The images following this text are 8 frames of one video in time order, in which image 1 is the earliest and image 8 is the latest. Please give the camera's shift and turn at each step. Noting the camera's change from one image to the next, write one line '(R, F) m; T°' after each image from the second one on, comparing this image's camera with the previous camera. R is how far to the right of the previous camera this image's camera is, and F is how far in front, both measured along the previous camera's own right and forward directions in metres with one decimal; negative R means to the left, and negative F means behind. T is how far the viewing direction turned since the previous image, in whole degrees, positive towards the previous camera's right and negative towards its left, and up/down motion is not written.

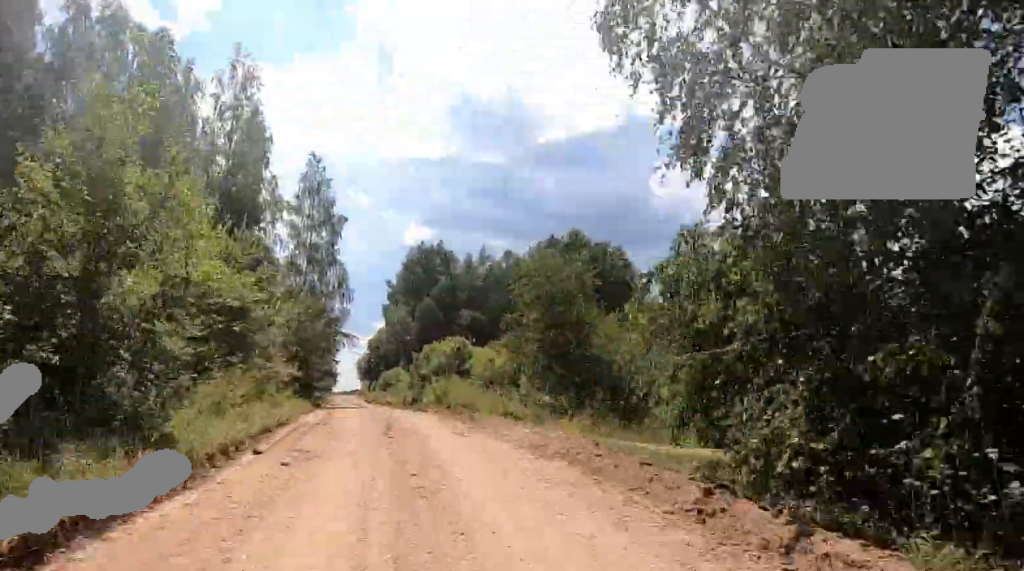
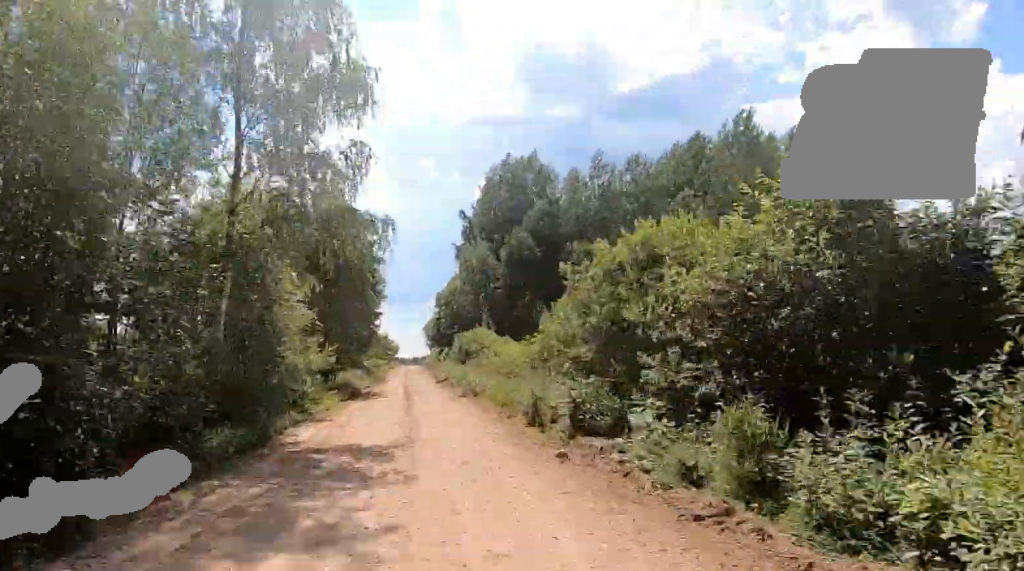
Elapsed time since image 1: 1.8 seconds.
(-6.3, +28.2) m; -34°
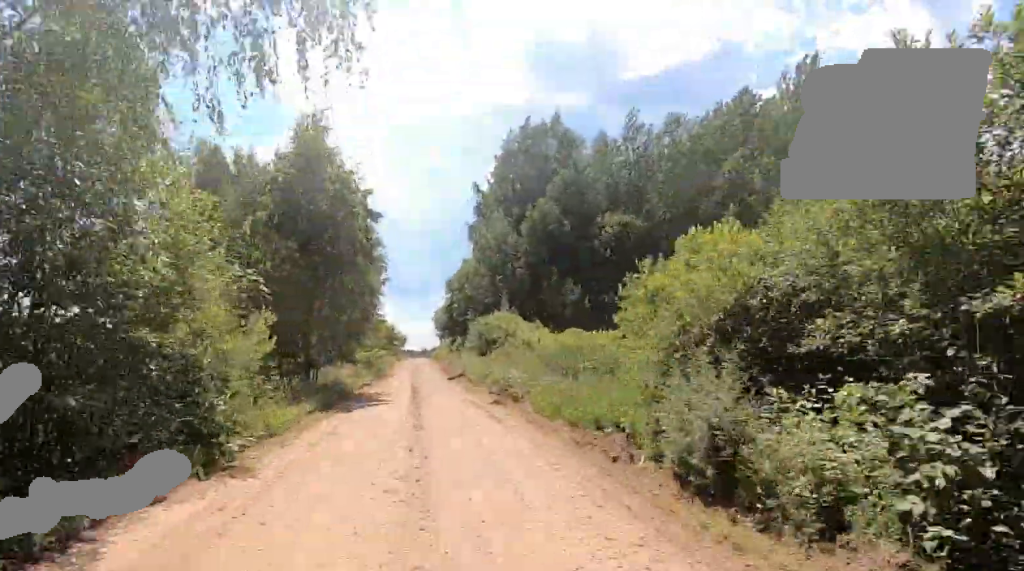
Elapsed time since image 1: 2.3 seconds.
(-4.2, +7.8) m; -5°
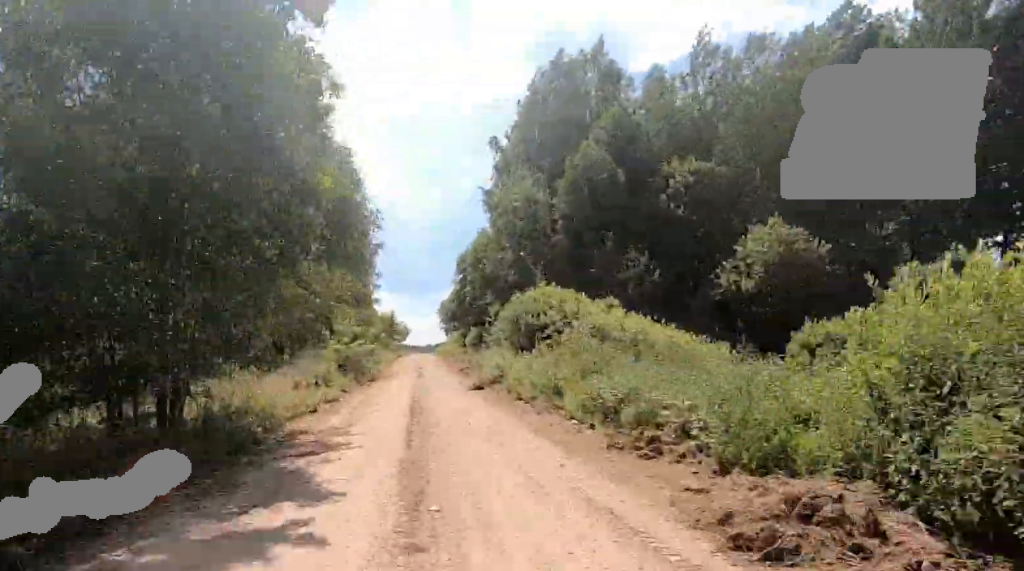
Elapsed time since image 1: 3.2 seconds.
(+4.9, +14.2) m; +17°
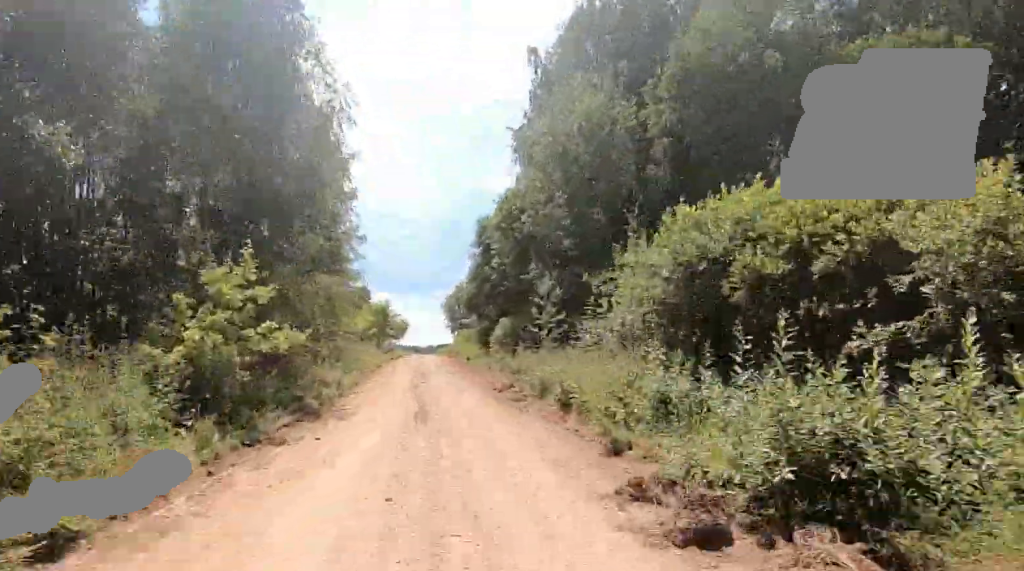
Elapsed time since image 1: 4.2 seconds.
(+1.2, +18.5) m; +3°
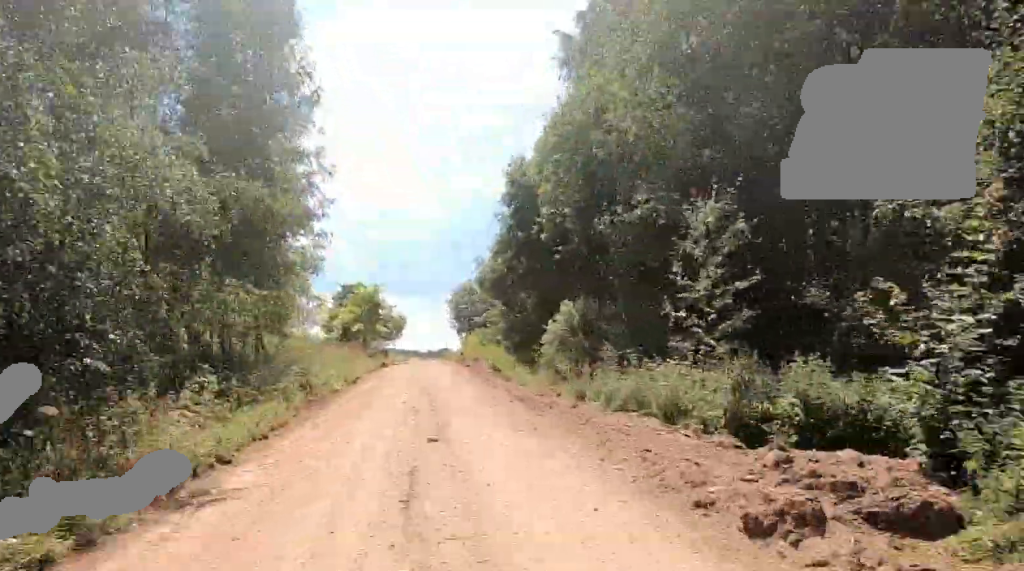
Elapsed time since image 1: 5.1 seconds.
(-0.1, +15.6) m; 0°
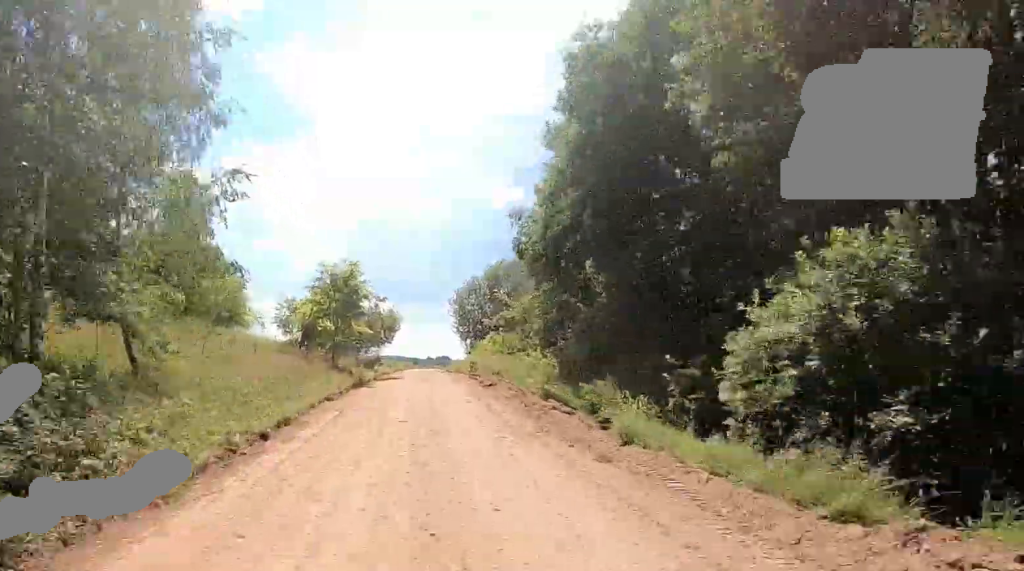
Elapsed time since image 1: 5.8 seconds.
(0.0, +14.2) m; +3°
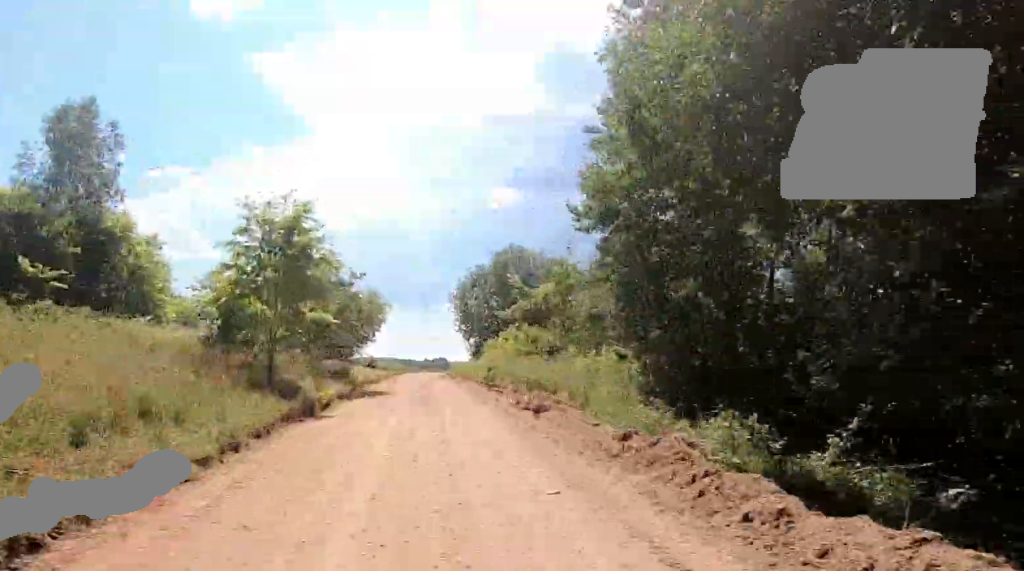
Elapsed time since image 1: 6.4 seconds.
(-0.3, +11.9) m; +4°
